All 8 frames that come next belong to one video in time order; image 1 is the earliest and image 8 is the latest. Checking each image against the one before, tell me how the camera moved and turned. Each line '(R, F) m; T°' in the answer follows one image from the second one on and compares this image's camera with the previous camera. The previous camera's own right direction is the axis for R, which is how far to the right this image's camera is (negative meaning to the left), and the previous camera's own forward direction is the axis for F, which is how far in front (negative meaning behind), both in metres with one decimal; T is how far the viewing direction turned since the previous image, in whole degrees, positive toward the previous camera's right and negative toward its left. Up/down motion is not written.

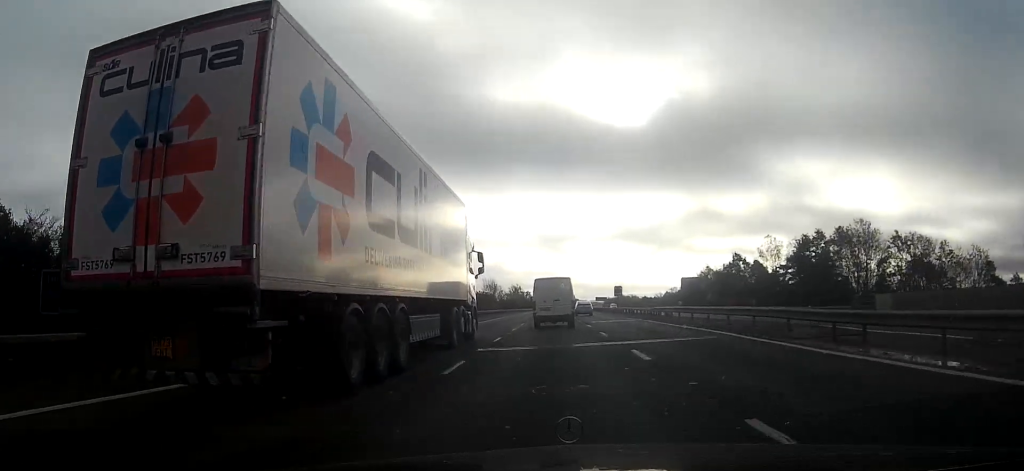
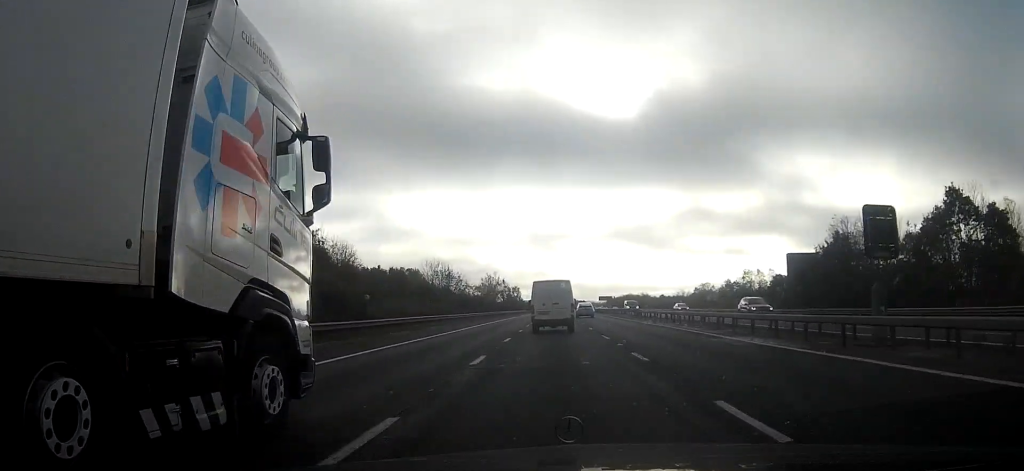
(-0.1, +60.1) m; 0°
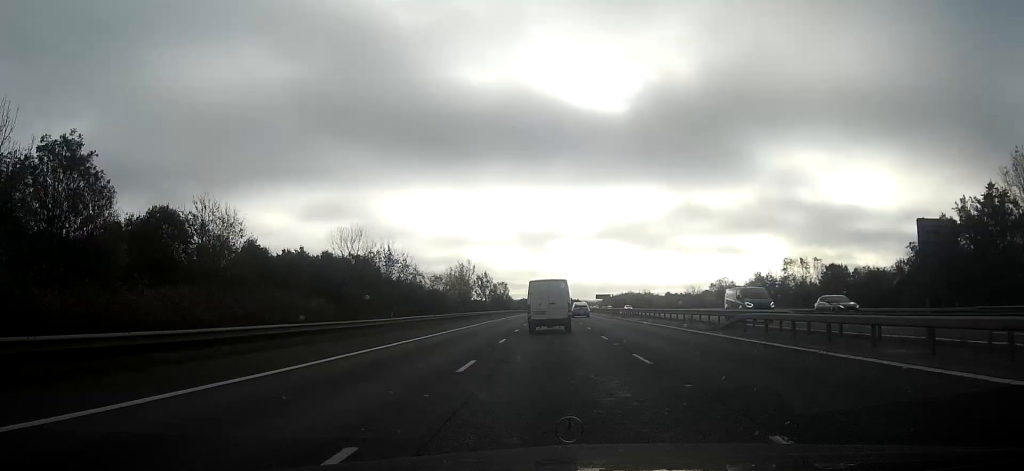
(+0.3, +28.1) m; +1°
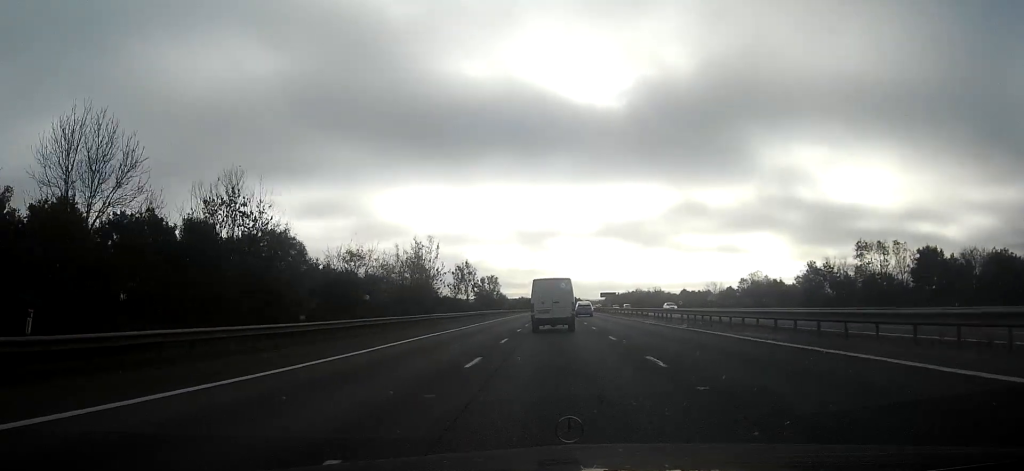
(0.0, +28.2) m; 0°
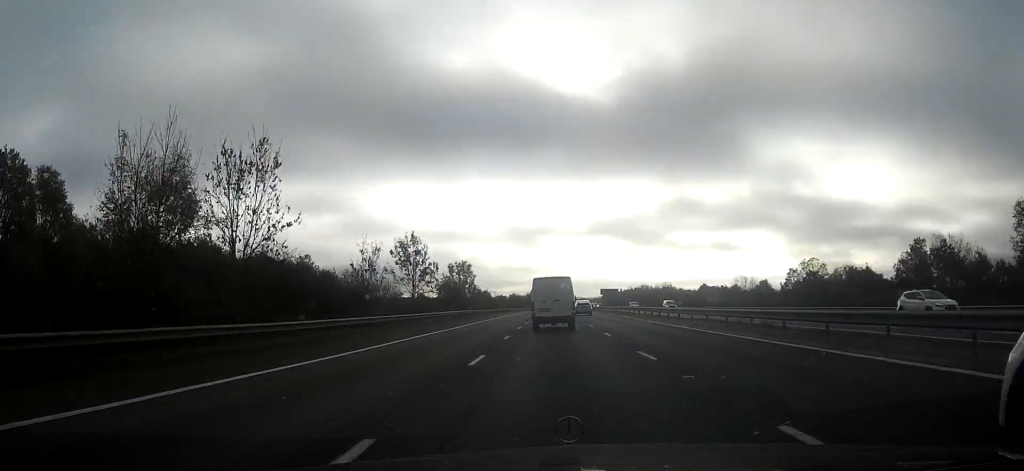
(+0.1, +35.2) m; 0°
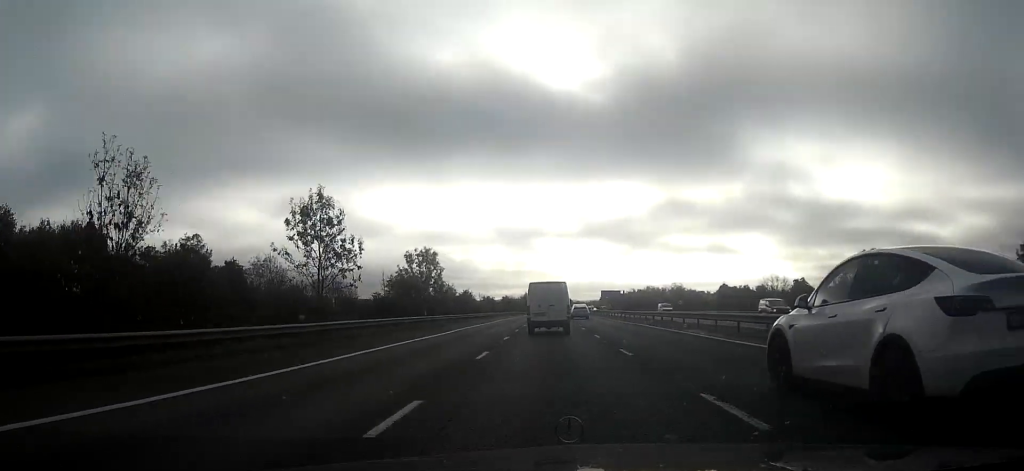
(+0.1, +24.7) m; 0°
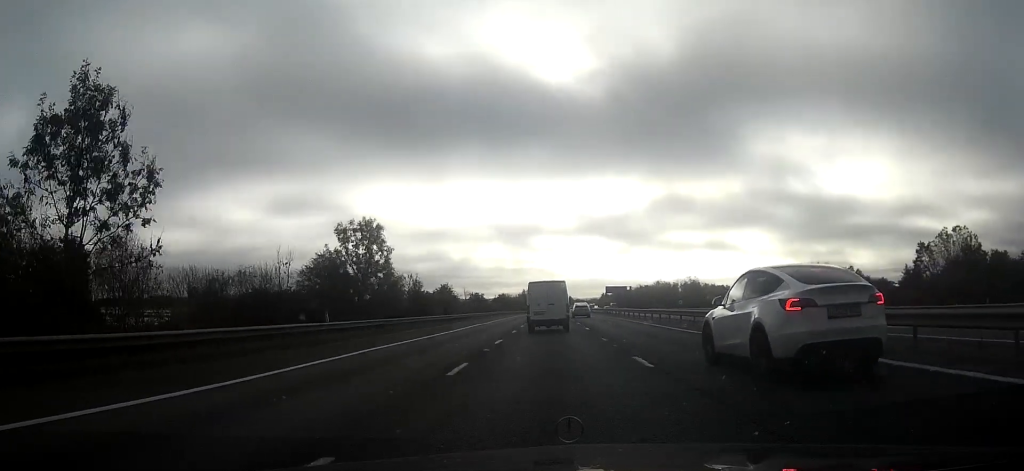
(0.0, +21.6) m; 0°
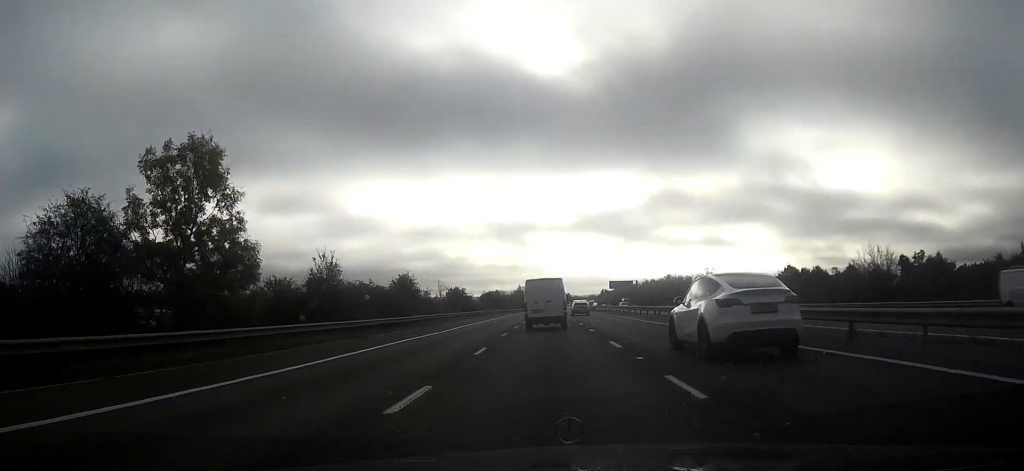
(+0.2, +22.8) m; 0°
